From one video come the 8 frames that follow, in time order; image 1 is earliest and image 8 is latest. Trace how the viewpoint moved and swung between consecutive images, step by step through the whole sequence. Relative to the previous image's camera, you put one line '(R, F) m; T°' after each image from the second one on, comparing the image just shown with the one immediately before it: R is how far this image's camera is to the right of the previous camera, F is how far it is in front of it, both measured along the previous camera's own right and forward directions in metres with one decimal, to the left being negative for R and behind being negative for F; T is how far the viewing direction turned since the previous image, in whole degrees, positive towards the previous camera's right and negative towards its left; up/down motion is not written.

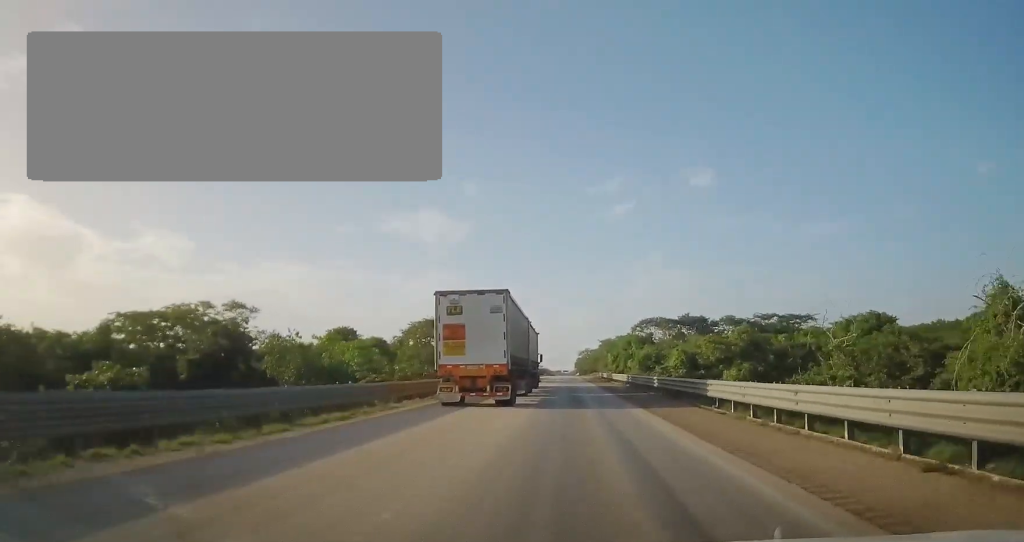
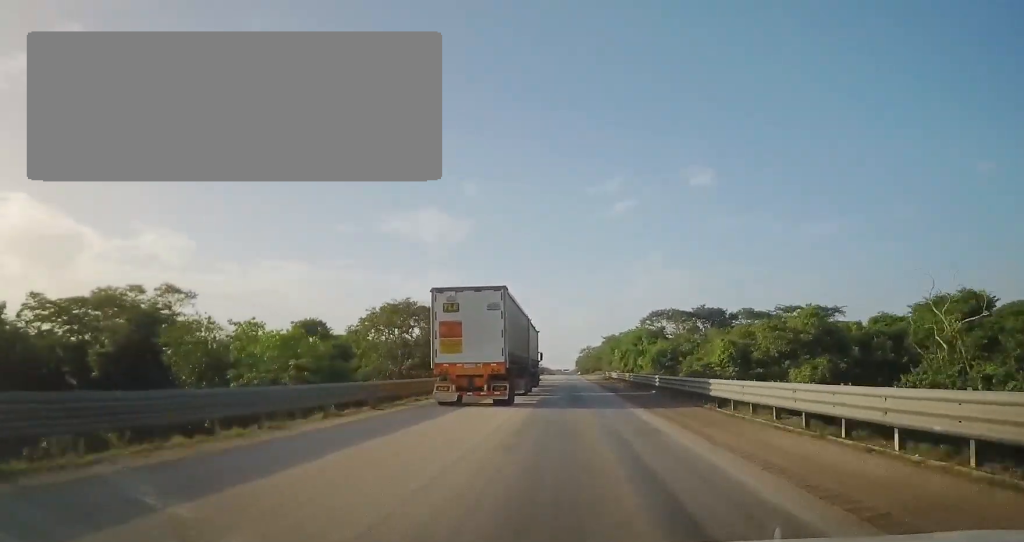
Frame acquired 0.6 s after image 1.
(0.0, +15.4) m; 0°
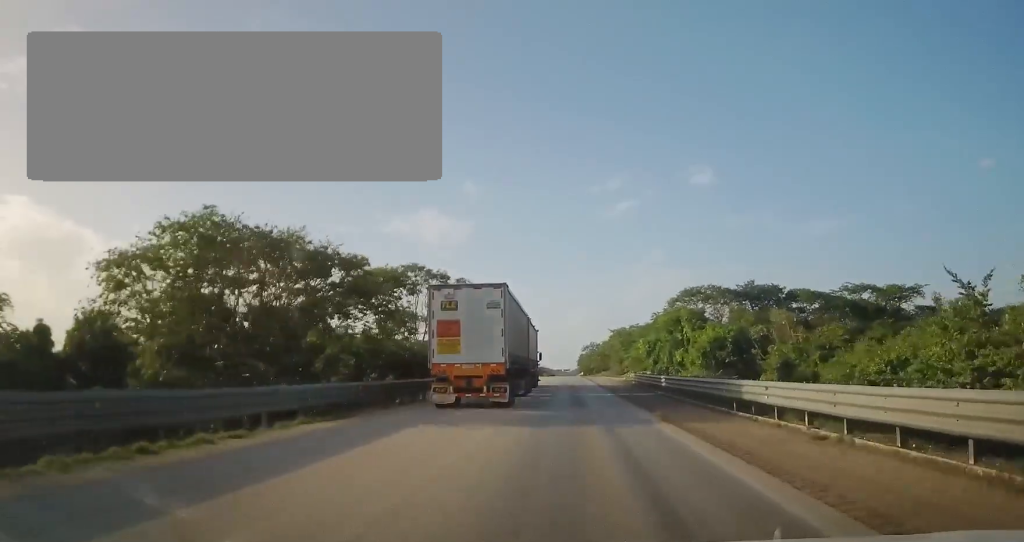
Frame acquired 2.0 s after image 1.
(+0.1, +32.8) m; 0°
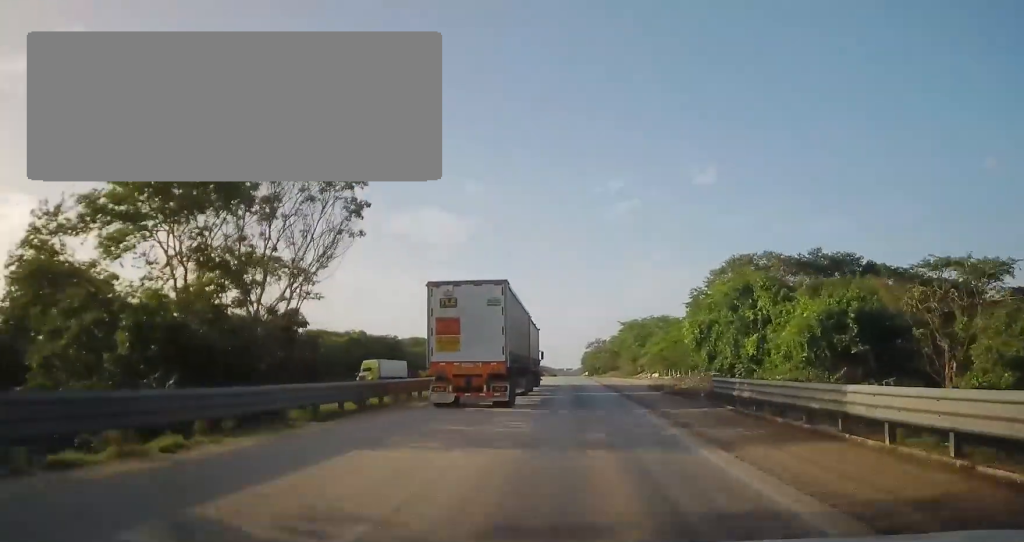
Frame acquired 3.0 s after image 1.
(0.0, +24.5) m; -1°
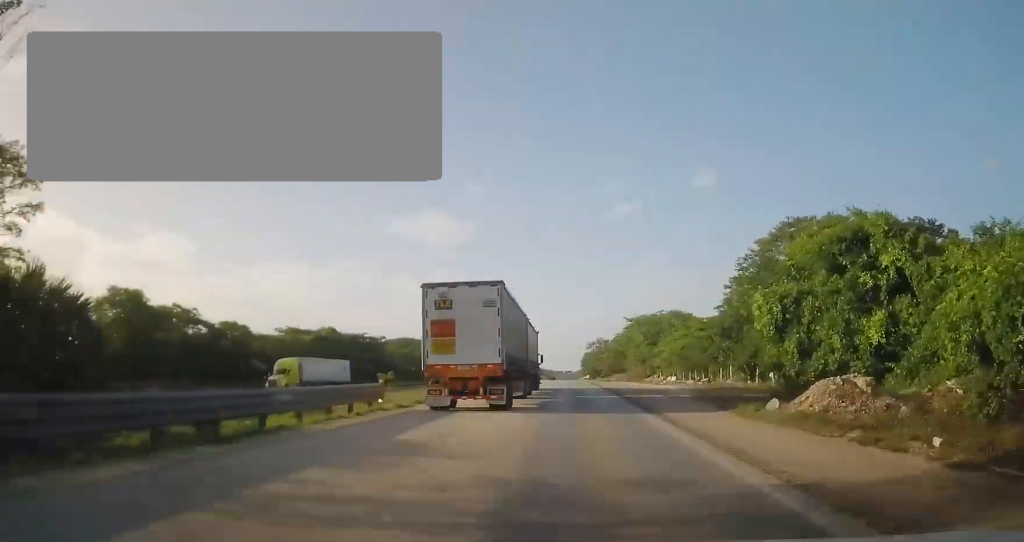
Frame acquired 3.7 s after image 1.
(0.0, +16.4) m; -1°
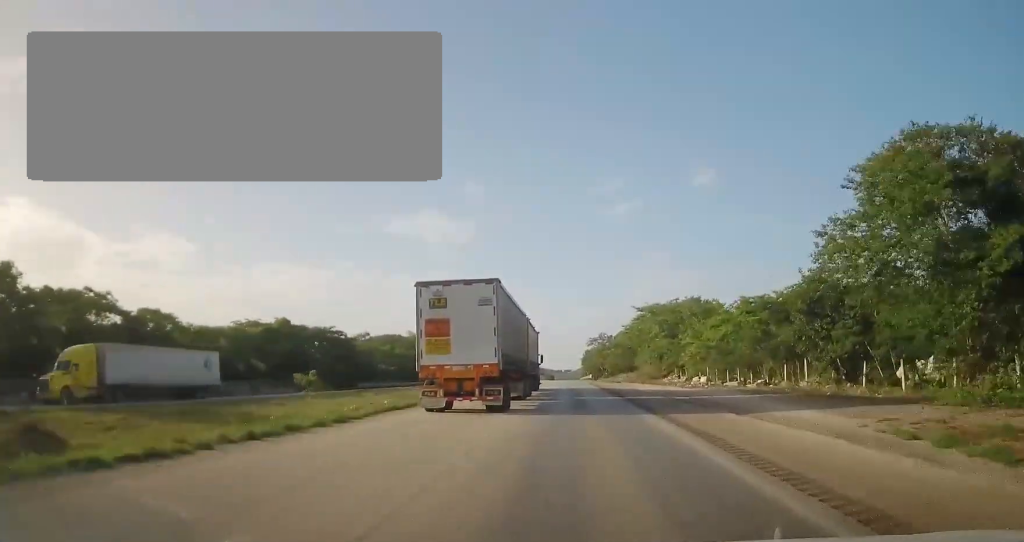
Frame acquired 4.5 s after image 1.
(-0.4, +18.6) m; 0°
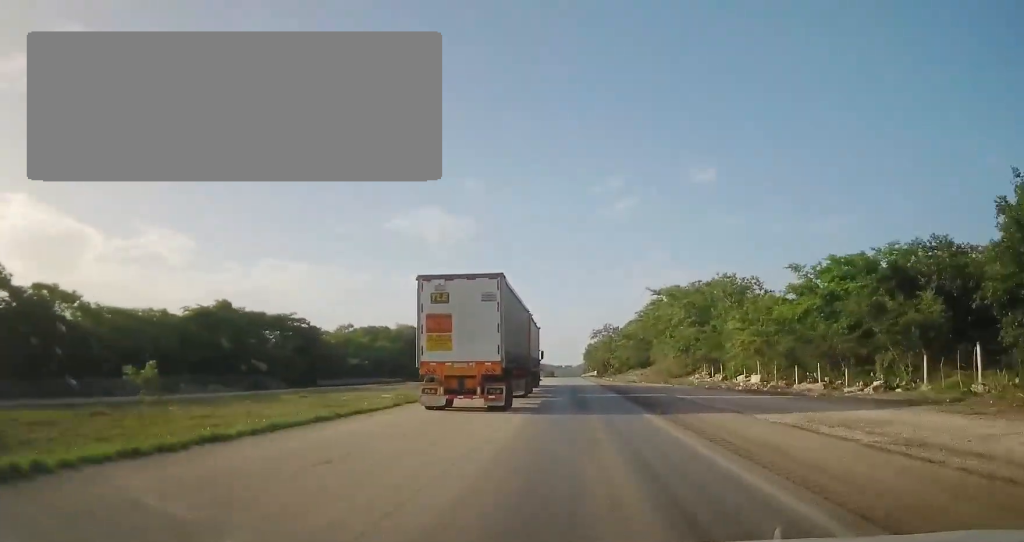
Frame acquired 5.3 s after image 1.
(+0.4, +17.7) m; 0°
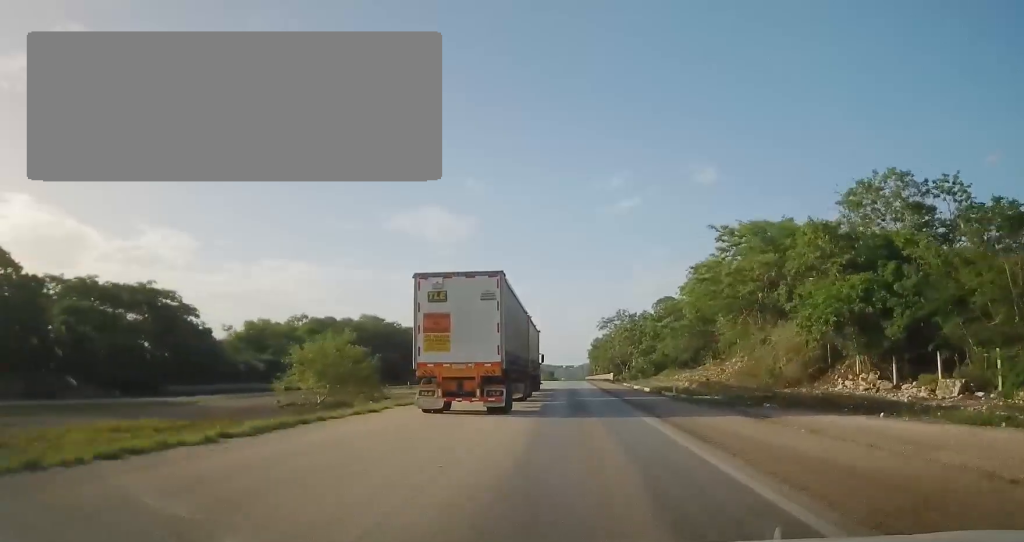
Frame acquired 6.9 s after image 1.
(-0.6, +37.3) m; -1°
